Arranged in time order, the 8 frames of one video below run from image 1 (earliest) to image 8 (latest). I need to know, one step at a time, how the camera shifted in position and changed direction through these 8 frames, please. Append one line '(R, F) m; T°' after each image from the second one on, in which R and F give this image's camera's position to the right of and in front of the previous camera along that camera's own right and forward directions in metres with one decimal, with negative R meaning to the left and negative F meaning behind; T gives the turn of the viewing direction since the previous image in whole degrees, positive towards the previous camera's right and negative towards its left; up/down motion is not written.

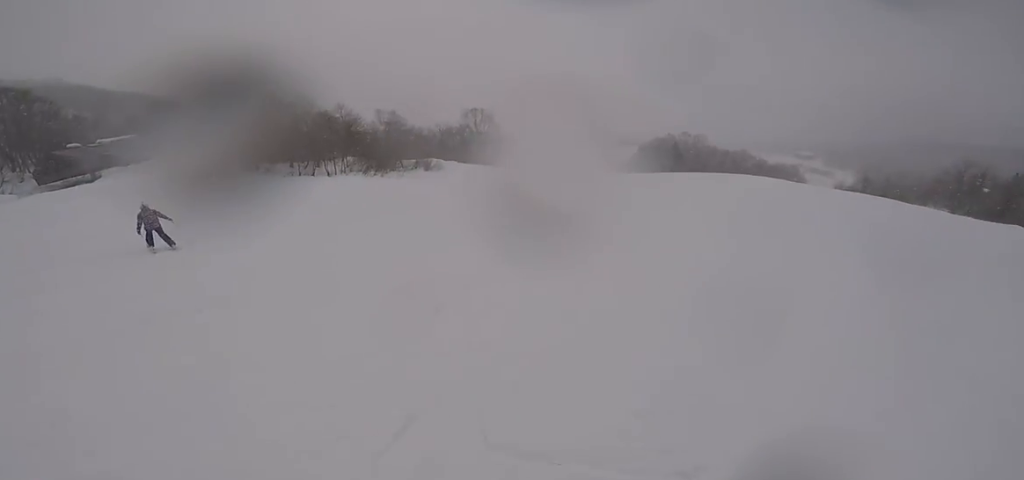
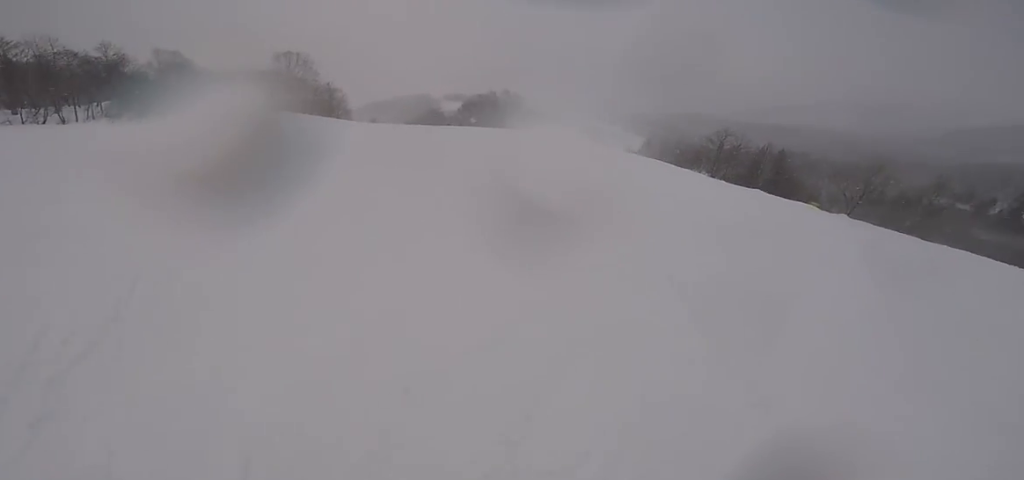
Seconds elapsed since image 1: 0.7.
(-0.5, +5.1) m; -6°
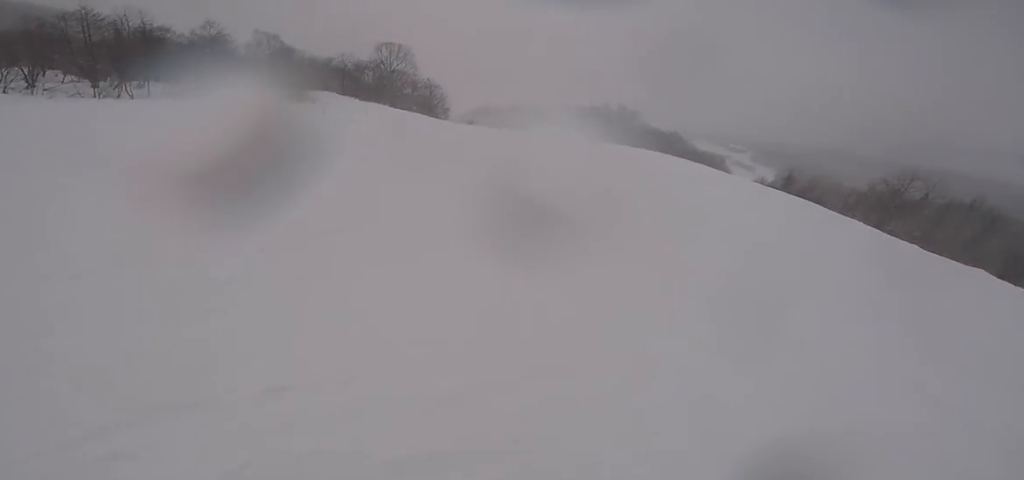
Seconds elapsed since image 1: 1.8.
(-0.5, +9.0) m; -18°
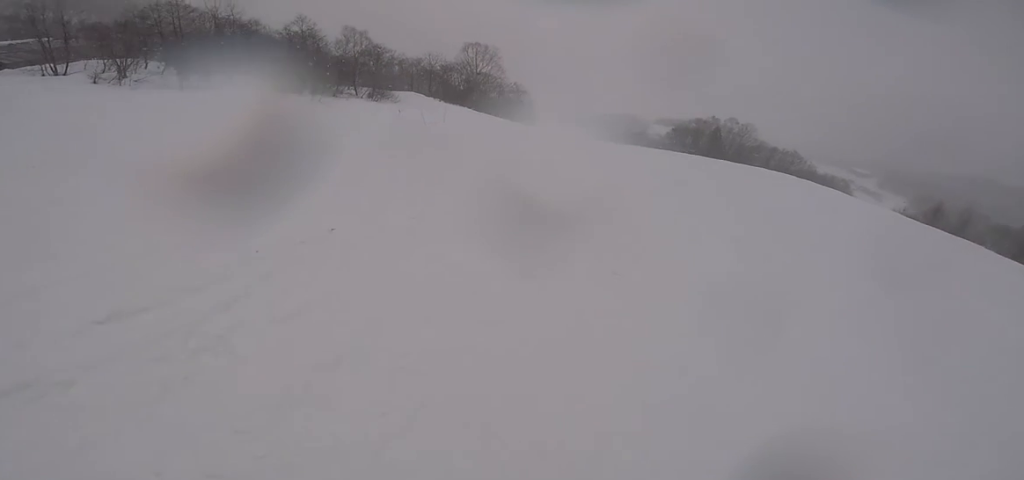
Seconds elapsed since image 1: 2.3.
(-0.8, +4.3) m; -11°
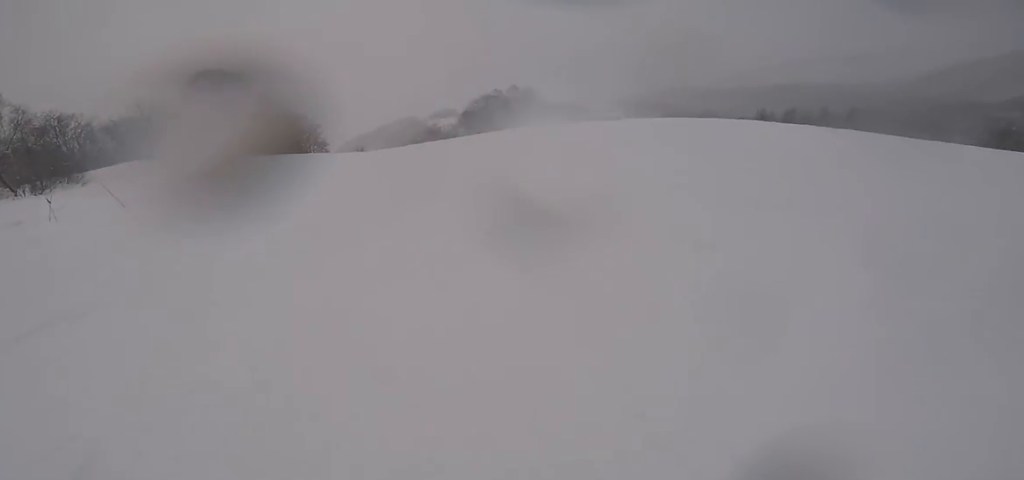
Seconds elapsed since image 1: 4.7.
(-2.9, +20.1) m; +8°
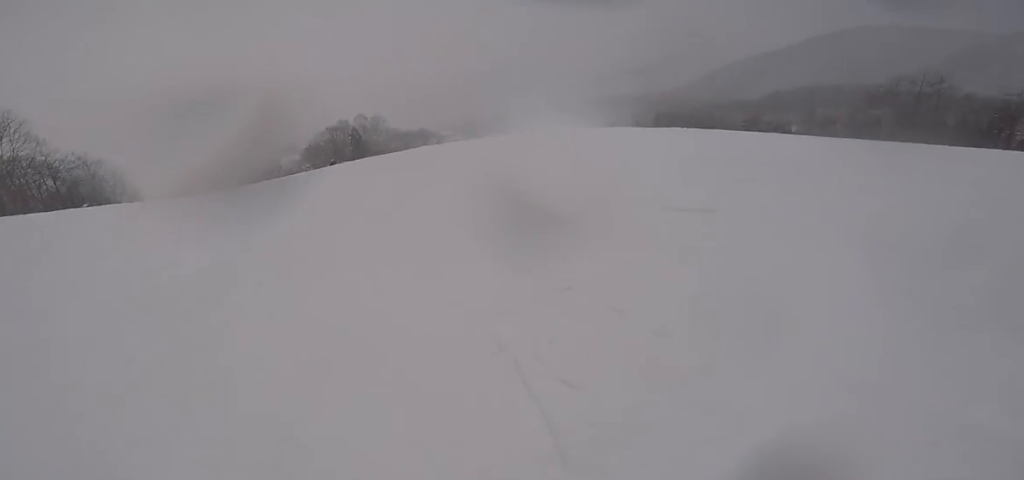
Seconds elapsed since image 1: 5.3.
(+0.7, +5.7) m; +15°
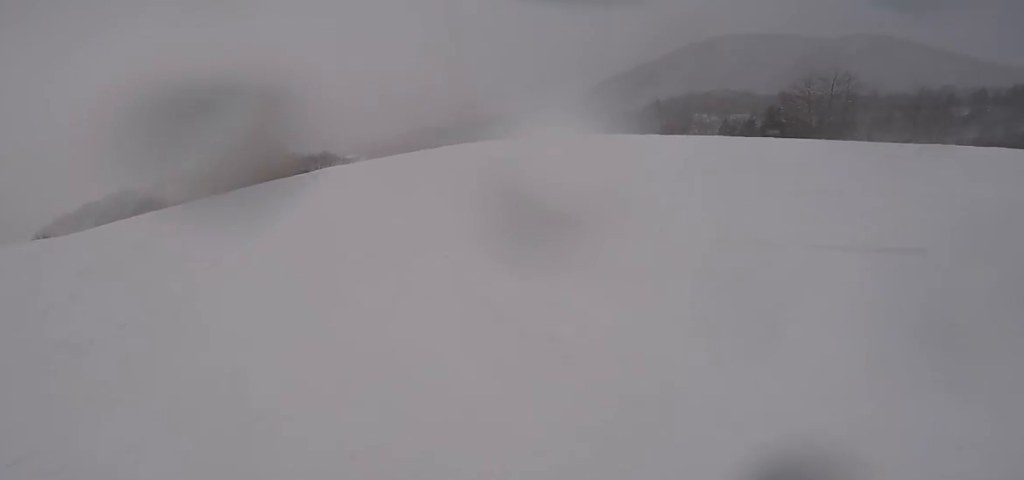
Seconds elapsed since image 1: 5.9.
(-0.2, +4.6) m; +13°
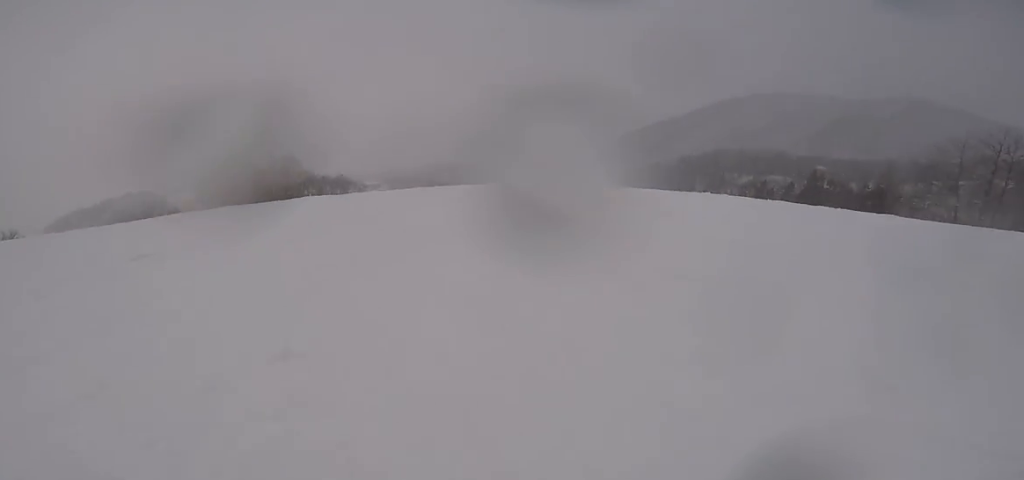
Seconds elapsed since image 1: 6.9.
(+2.4, +8.5) m; +12°
